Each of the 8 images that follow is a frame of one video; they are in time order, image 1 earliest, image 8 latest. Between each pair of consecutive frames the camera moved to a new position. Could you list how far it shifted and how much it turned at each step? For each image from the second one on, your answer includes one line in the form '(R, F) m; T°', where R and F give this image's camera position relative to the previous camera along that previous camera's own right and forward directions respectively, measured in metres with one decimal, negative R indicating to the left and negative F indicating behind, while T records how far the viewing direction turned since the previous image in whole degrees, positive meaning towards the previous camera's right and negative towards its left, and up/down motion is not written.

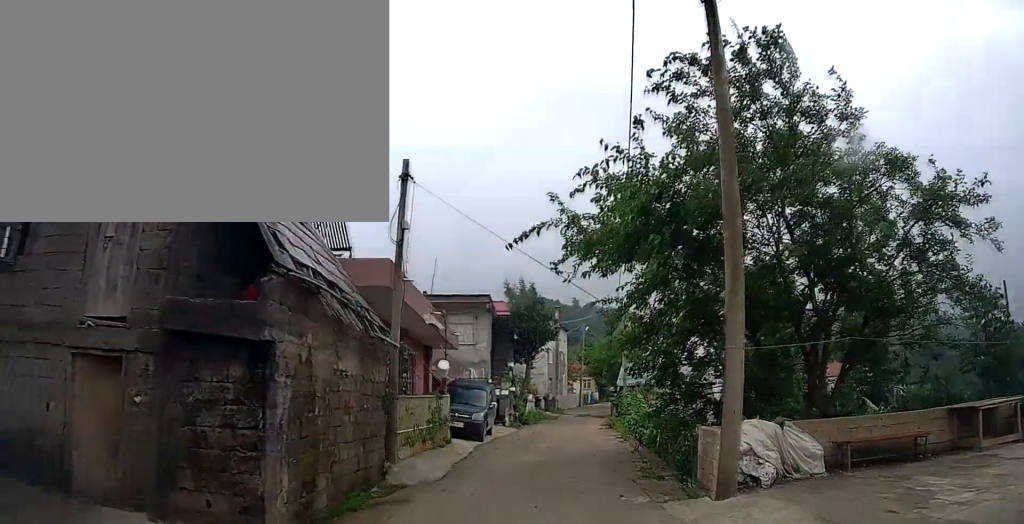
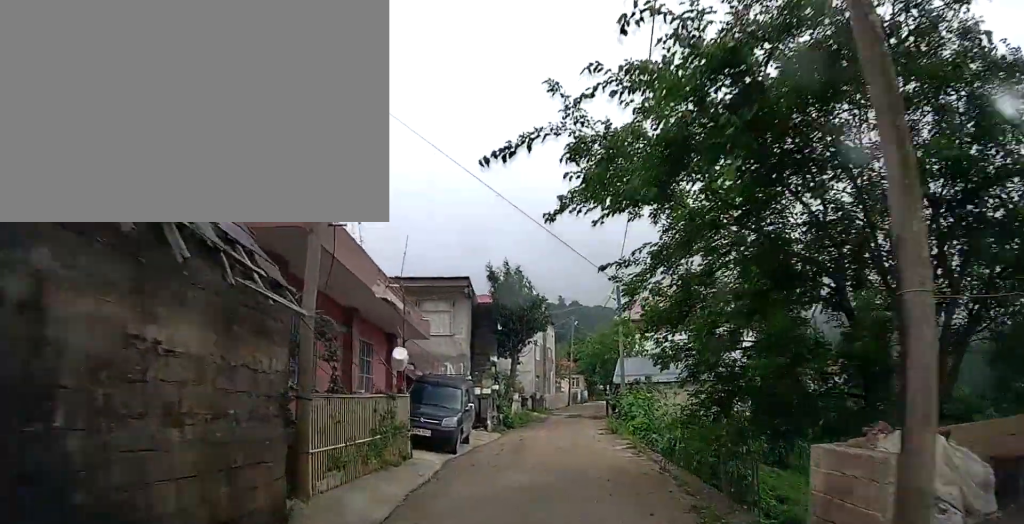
(0.0, +3.8) m; +2°
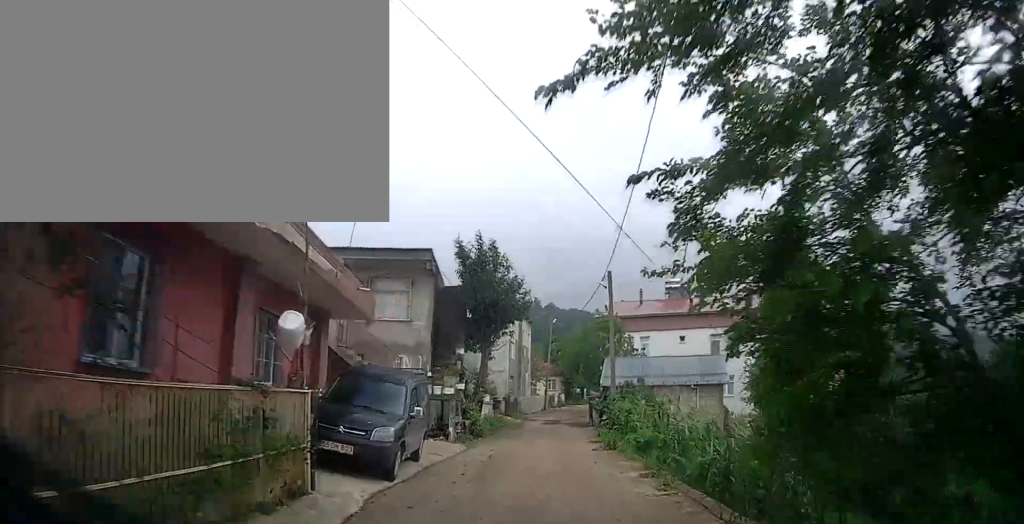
(+0.2, +4.4) m; +3°
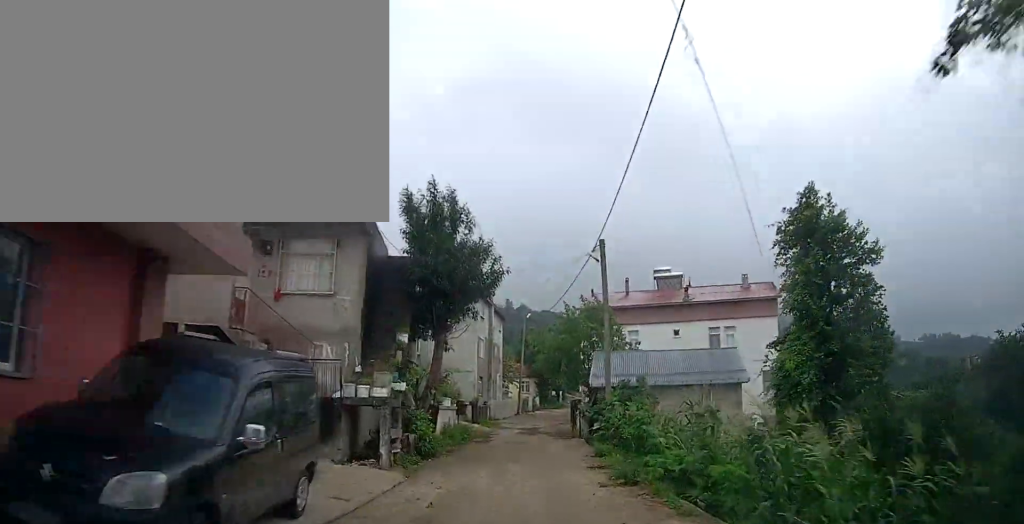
(0.0, +5.7) m; 0°
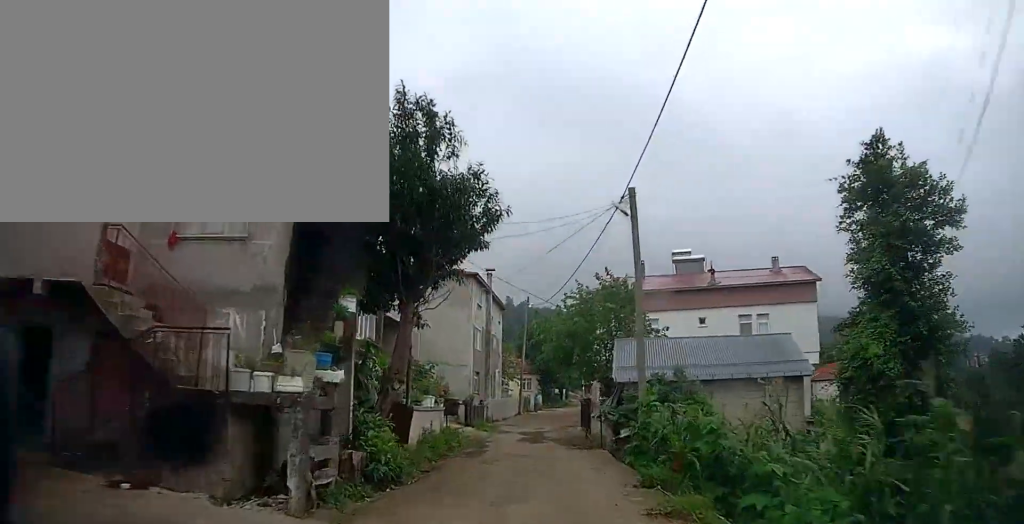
(0.0, +4.8) m; 0°
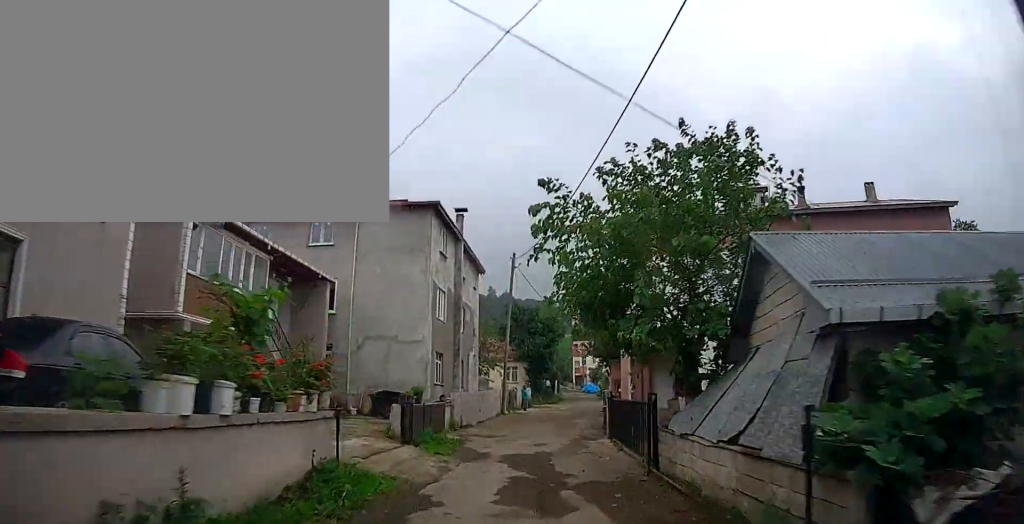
(+0.1, +12.1) m; +2°
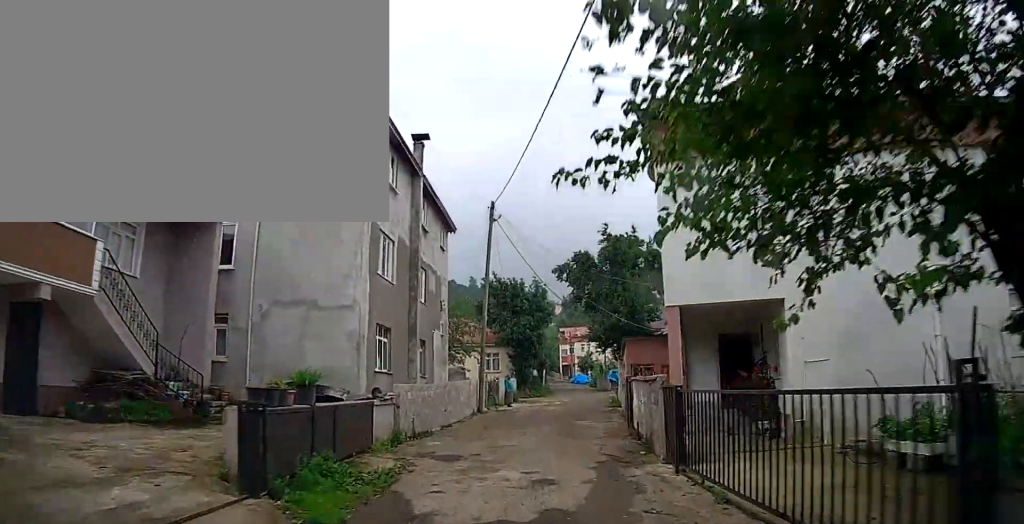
(+0.2, +7.7) m; 0°
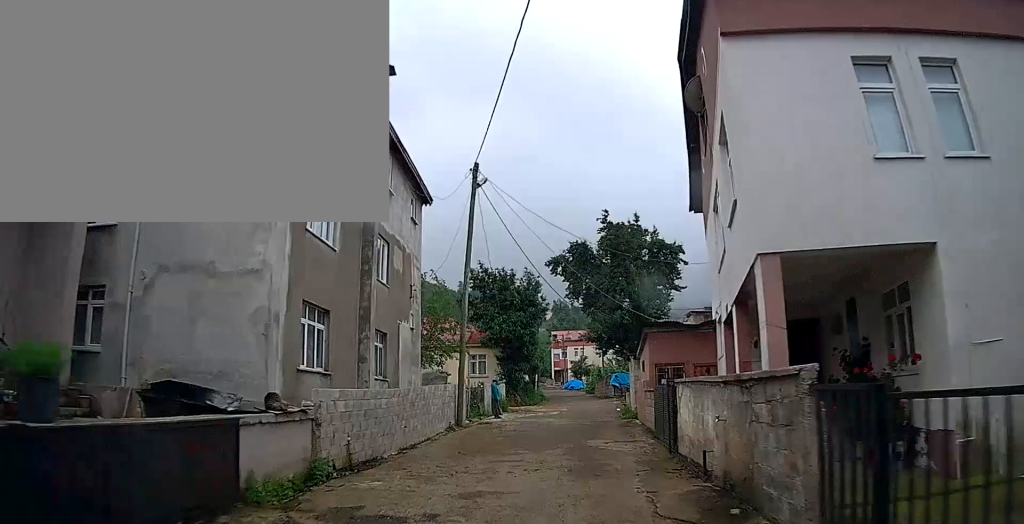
(-0.1, +5.0) m; 0°
